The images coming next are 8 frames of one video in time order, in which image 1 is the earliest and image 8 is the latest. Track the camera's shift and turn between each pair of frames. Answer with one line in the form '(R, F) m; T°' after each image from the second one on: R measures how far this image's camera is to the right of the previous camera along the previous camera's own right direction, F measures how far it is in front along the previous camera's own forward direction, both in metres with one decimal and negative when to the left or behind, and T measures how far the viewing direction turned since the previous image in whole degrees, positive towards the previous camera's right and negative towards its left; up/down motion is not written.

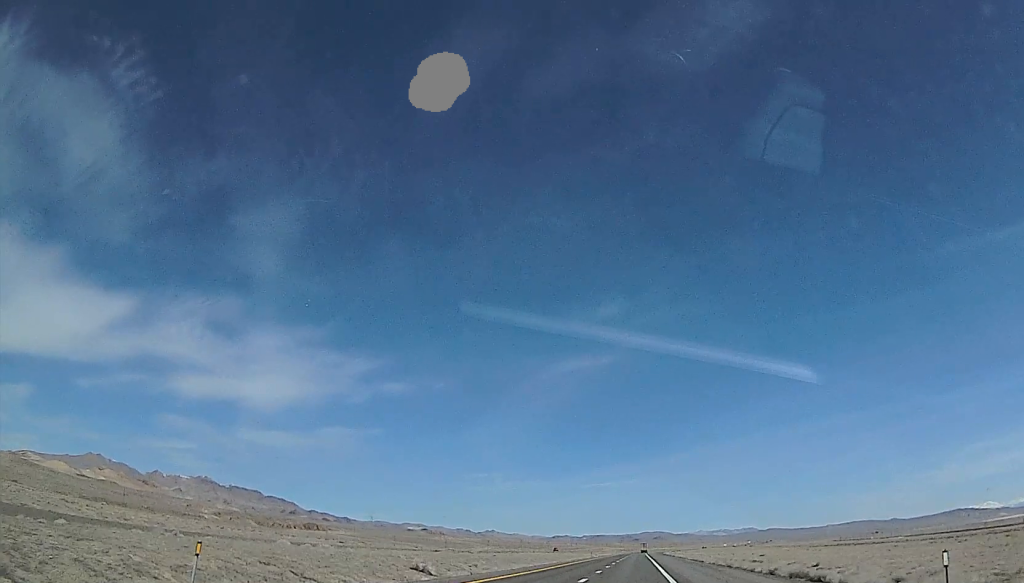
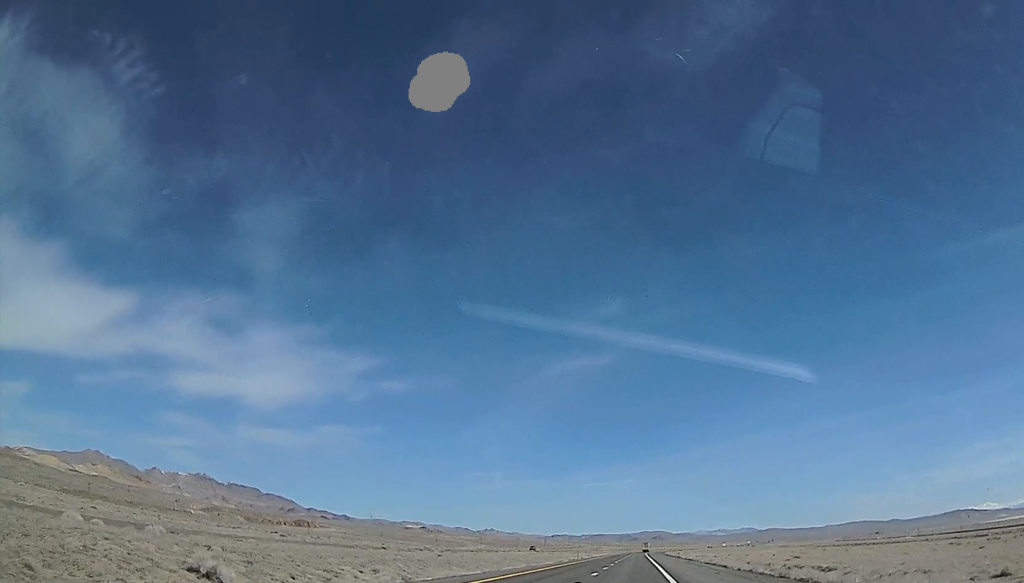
(0.0, +28.9) m; 0°
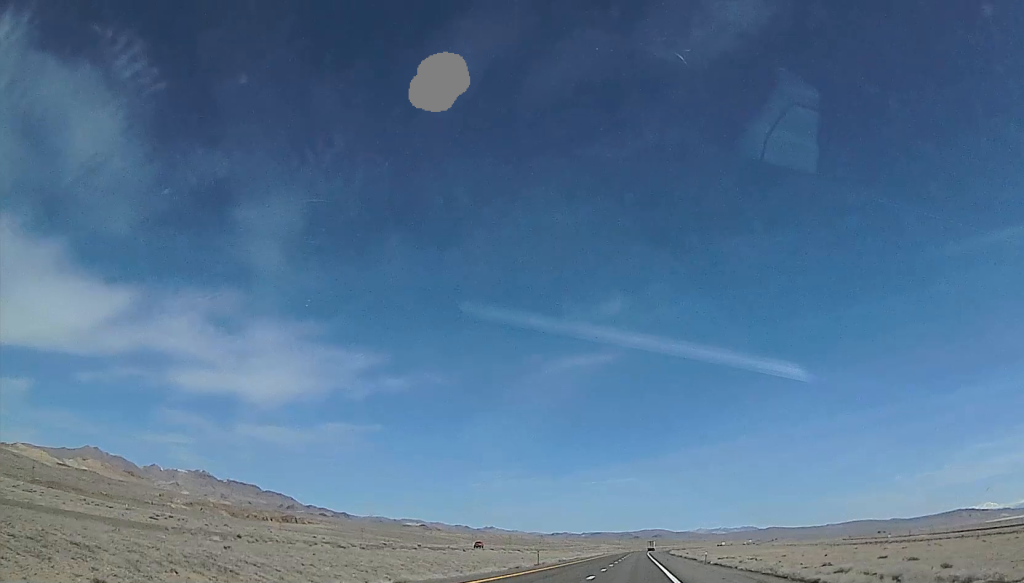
(0.0, +42.4) m; 0°
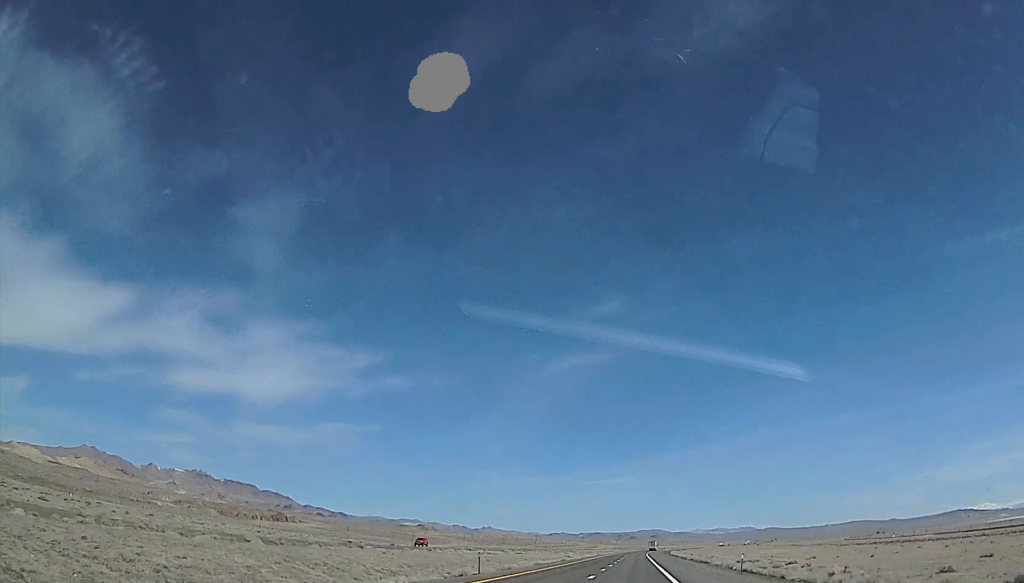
(0.0, +23.1) m; +1°
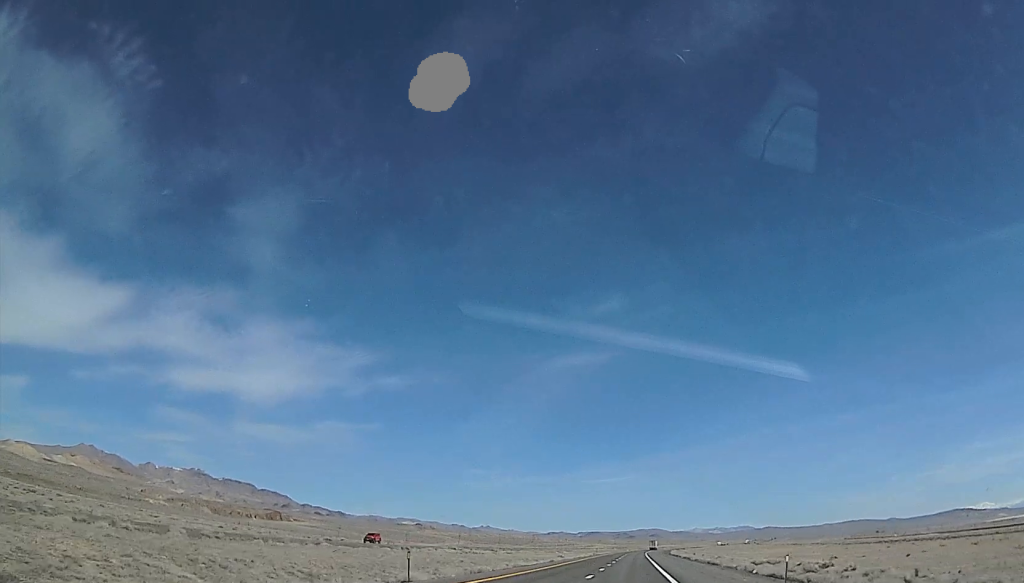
(-0.2, +12.5) m; +1°
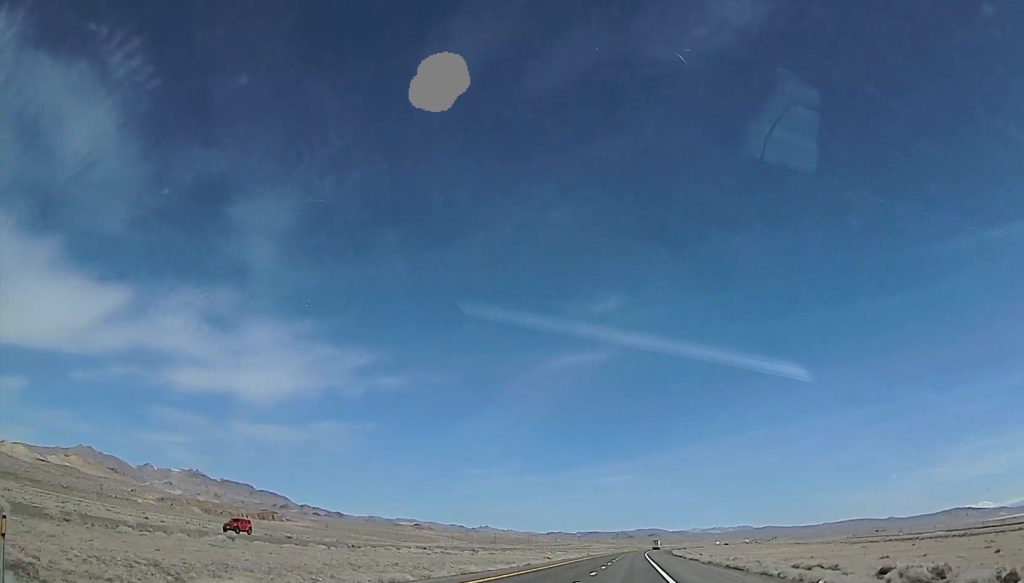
(+0.6, +20.2) m; -1°
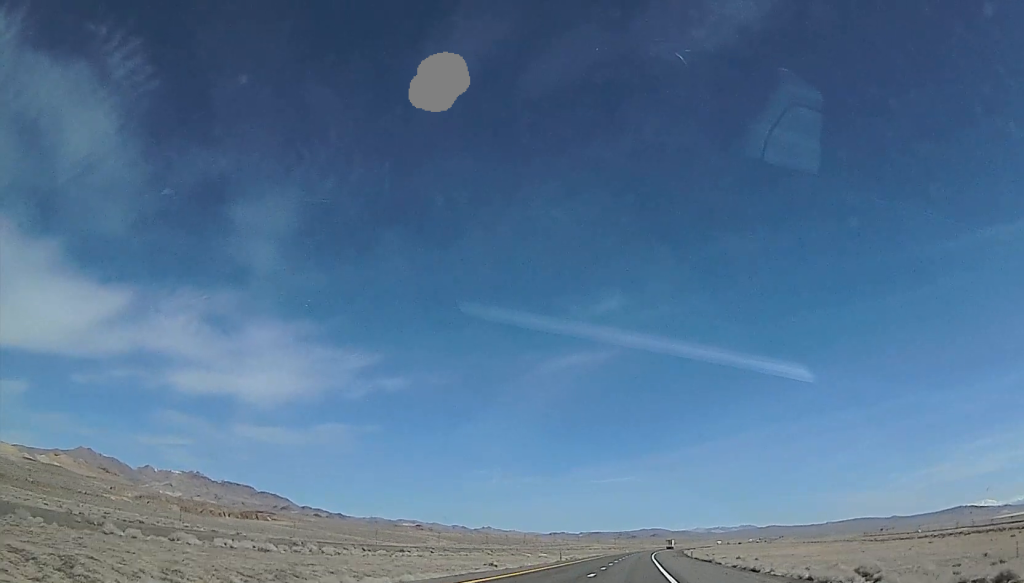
(-1.8, +52.2) m; -2°
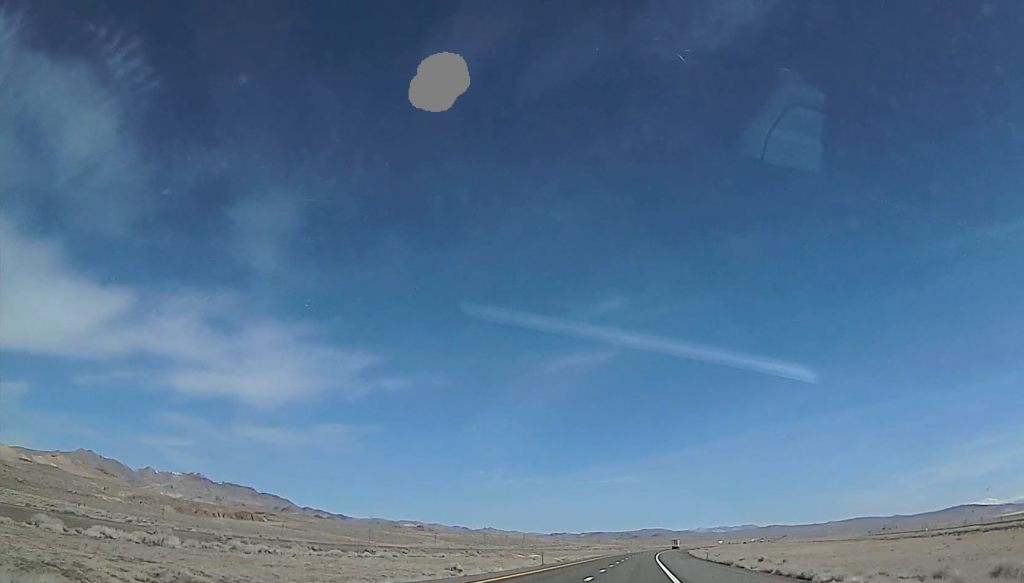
(-0.1, +16.4) m; +1°
